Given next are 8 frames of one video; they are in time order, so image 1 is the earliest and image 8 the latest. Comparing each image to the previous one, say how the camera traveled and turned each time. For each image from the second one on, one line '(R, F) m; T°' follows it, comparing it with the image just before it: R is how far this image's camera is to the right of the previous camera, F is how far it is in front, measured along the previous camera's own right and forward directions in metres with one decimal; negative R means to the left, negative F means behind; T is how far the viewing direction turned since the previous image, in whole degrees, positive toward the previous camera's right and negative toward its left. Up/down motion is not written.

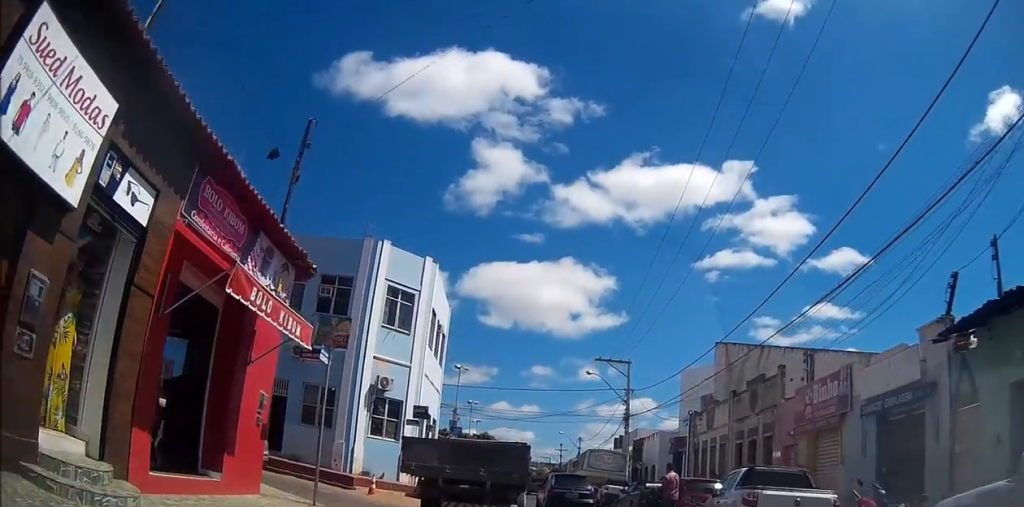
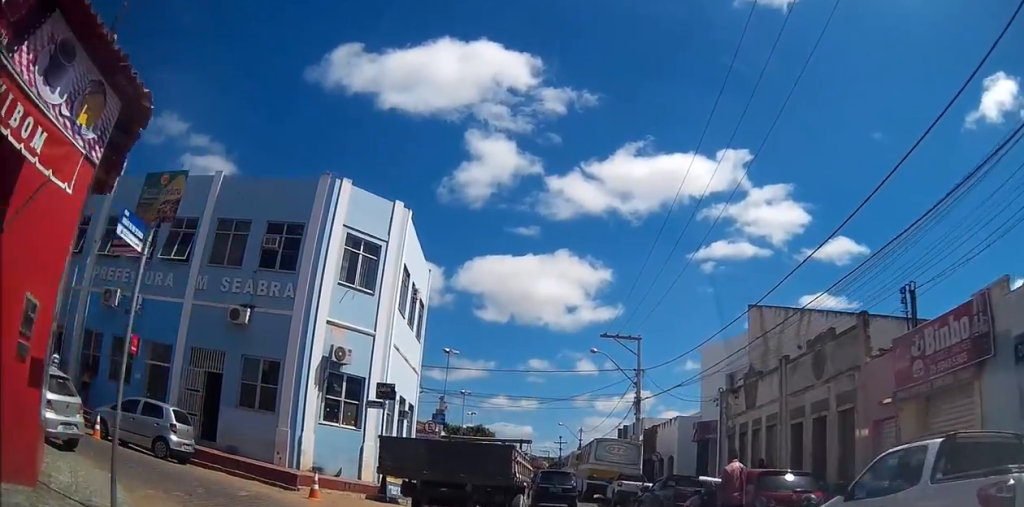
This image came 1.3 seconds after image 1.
(+0.2, +5.7) m; -1°
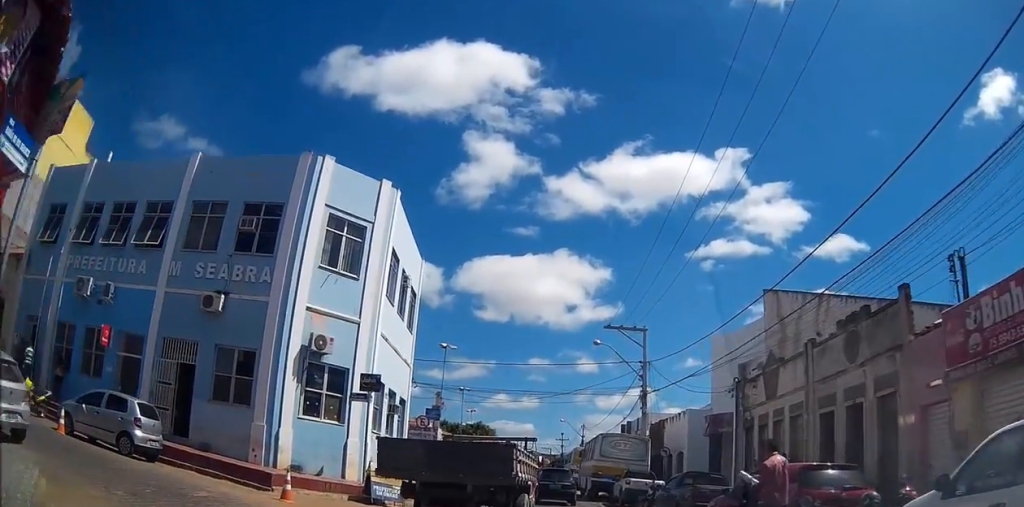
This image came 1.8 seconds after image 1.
(-0.1, +2.0) m; -1°
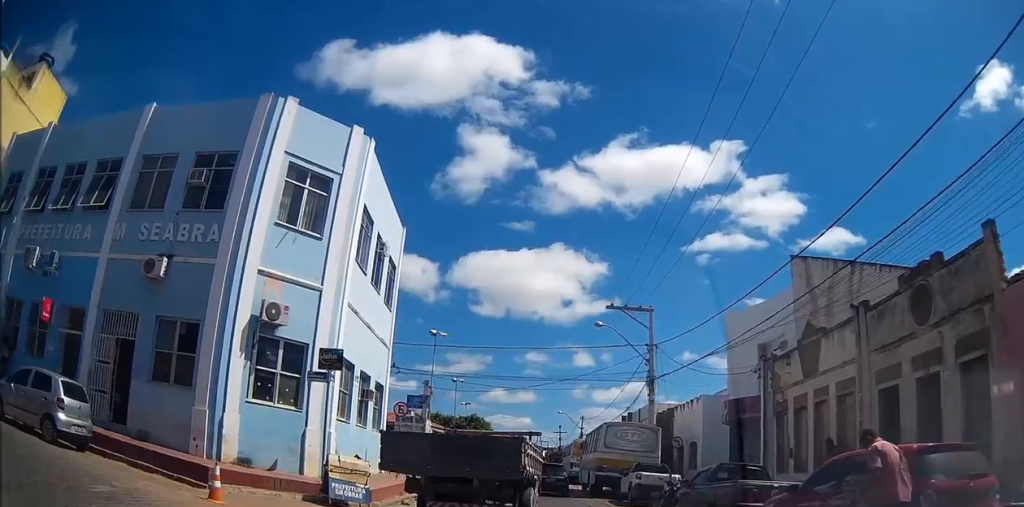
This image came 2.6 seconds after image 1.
(-0.1, +3.3) m; -2°
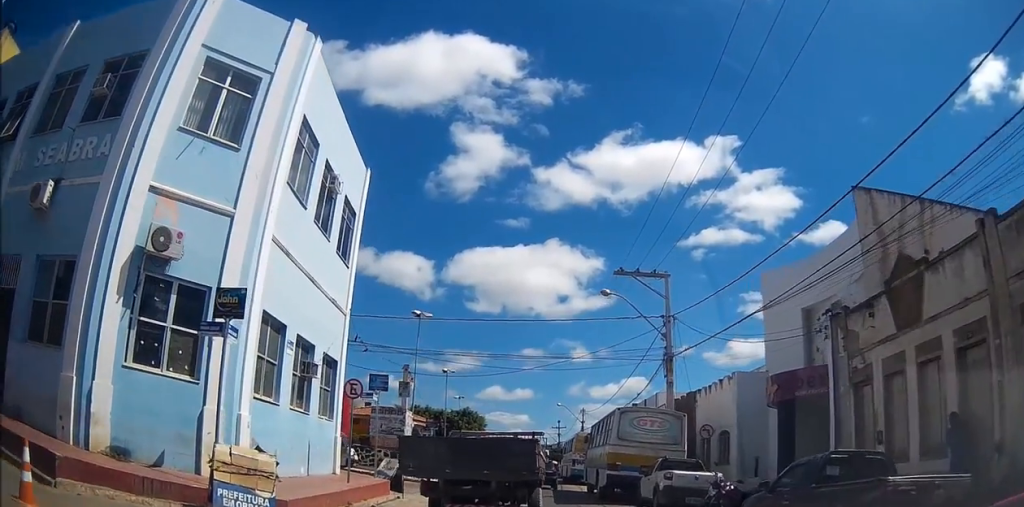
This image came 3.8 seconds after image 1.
(-0.1, +4.9) m; -2°
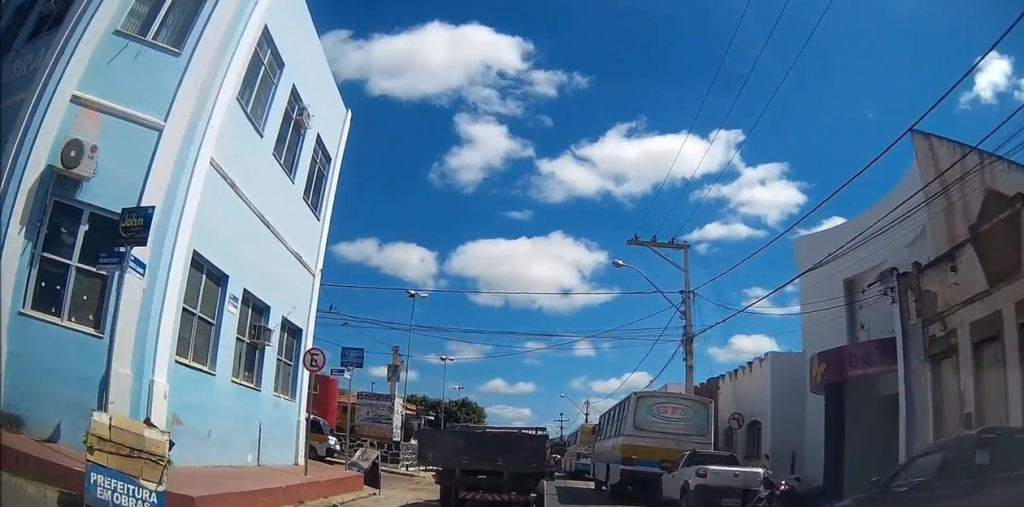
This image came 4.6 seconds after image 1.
(0.0, +3.0) m; 0°
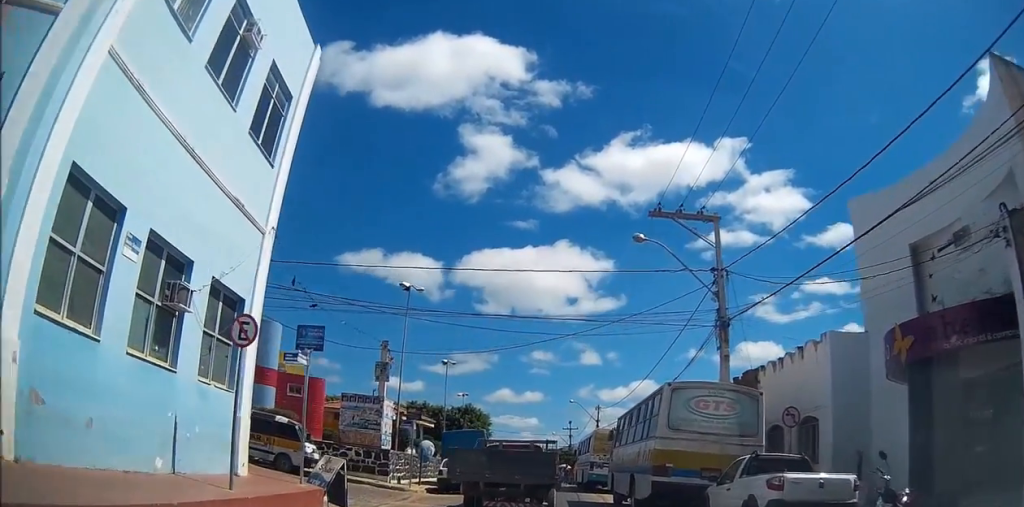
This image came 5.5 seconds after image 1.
(0.0, +3.5) m; +1°
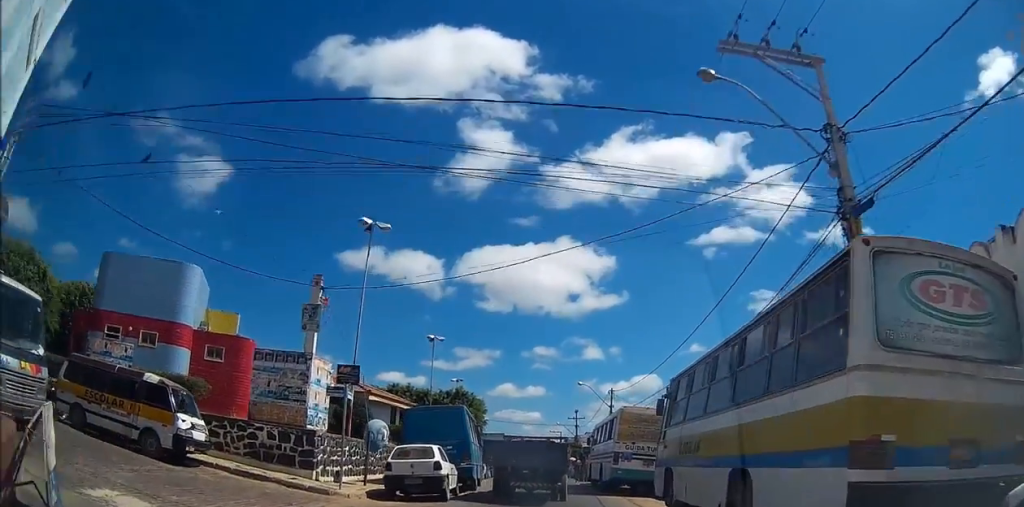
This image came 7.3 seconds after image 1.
(+0.1, +7.4) m; +1°
